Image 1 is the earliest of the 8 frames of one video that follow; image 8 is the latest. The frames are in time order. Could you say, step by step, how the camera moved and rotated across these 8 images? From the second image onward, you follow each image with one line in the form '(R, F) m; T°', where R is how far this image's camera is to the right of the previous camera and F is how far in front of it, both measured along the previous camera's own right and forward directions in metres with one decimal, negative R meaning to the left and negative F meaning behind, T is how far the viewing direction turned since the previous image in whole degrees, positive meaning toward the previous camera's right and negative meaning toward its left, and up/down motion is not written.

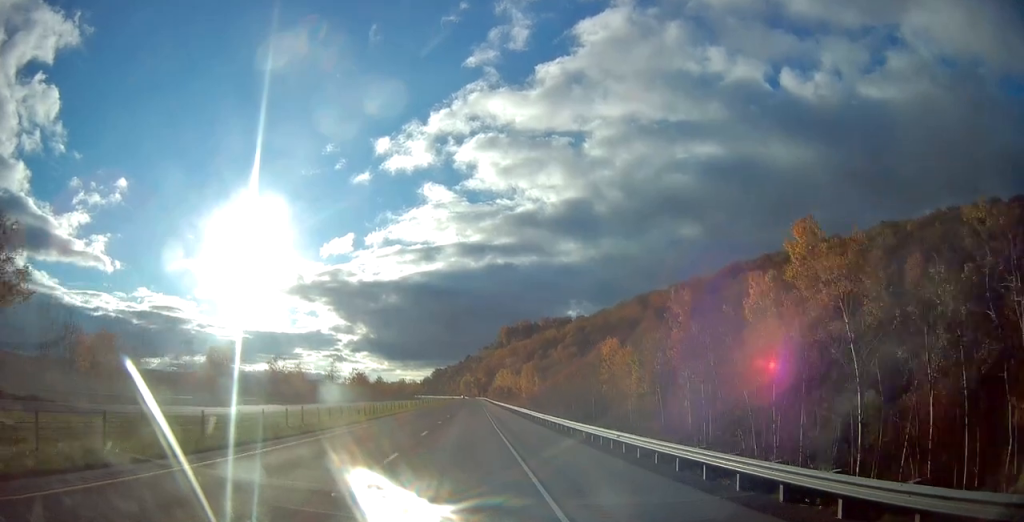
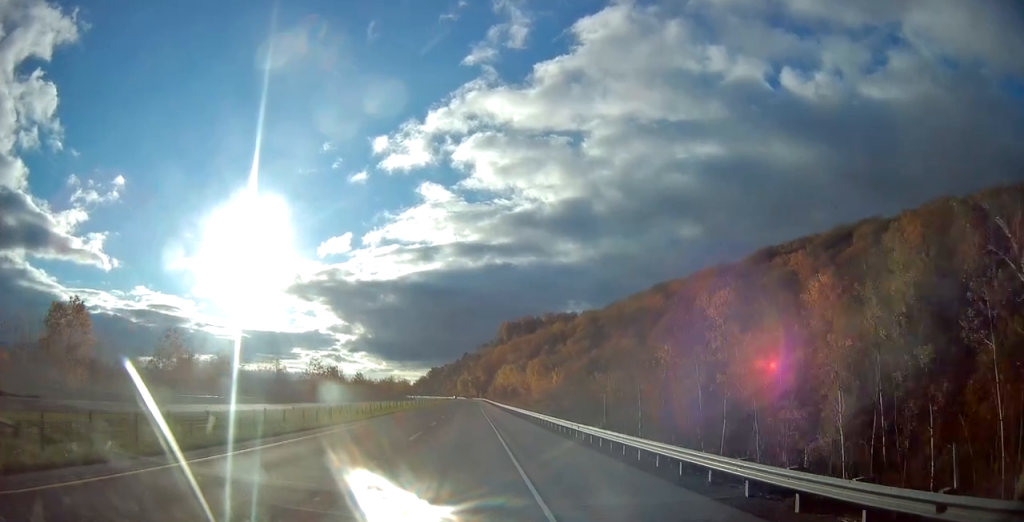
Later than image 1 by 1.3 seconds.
(+0.1, +39.1) m; 0°
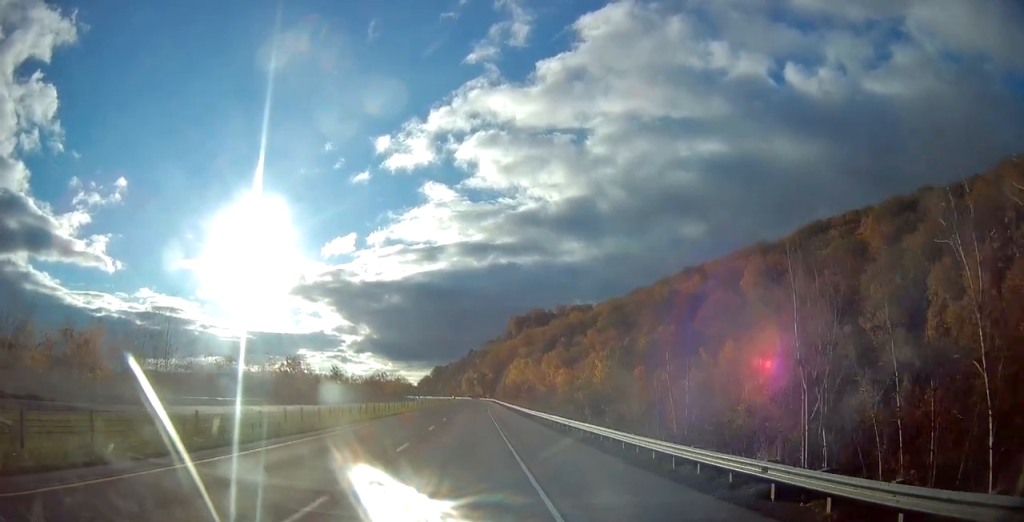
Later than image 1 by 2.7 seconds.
(+0.2, +41.0) m; 0°
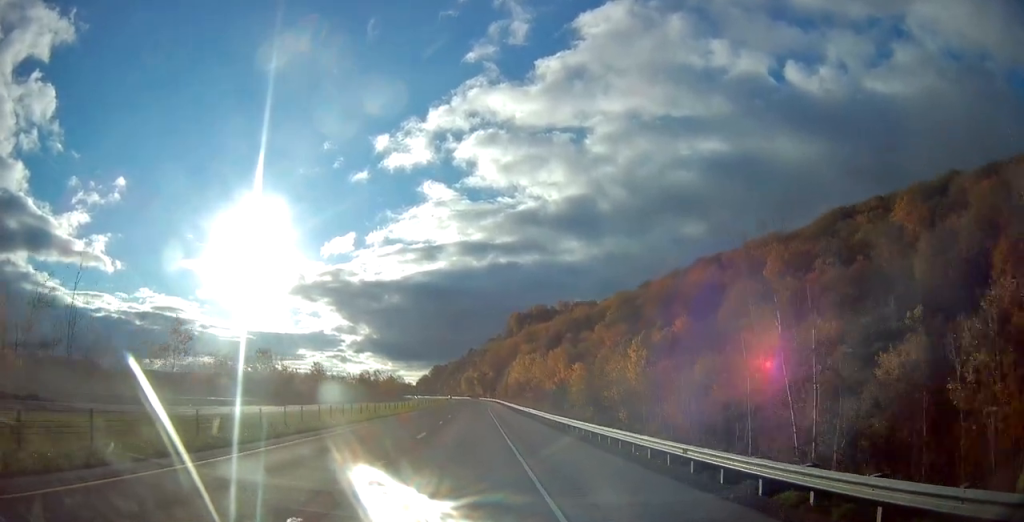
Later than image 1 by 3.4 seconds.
(-0.2, +18.4) m; 0°
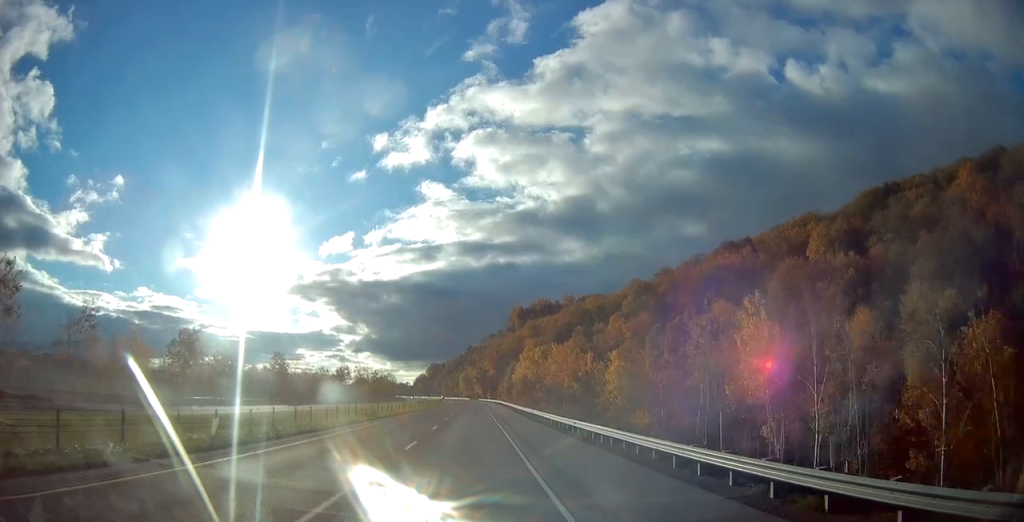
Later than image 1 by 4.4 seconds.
(-0.1, +29.0) m; 0°
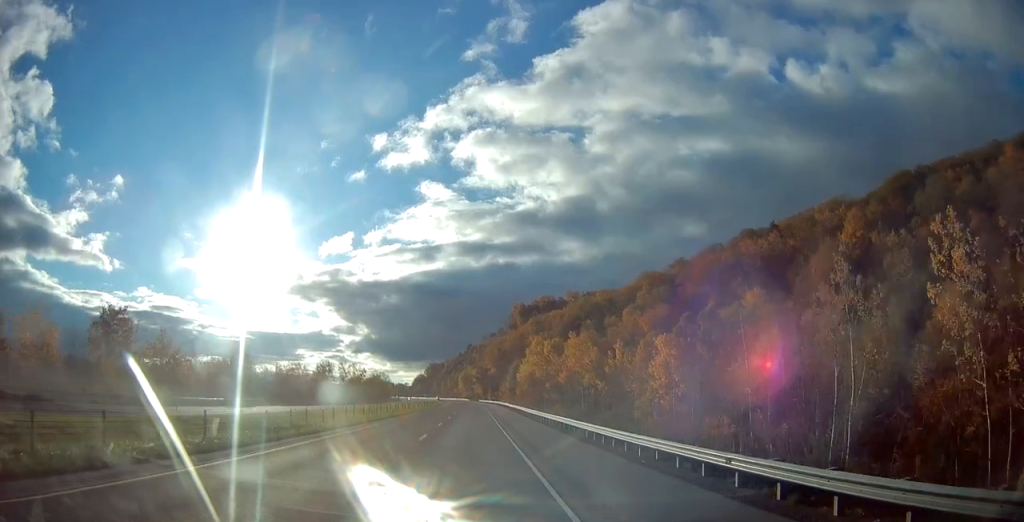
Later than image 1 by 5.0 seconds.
(0.0, +19.3) m; 0°
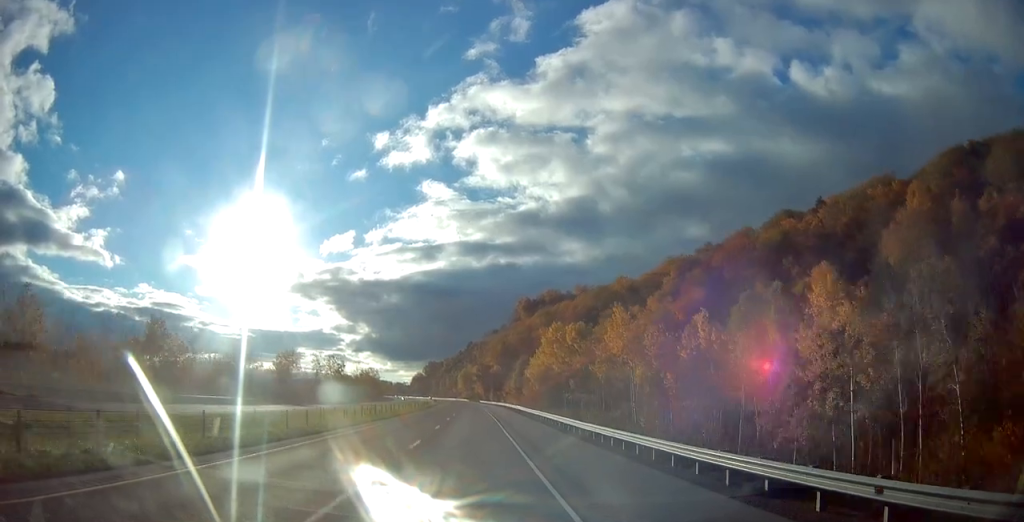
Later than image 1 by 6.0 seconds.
(-0.1, +28.0) m; 0°
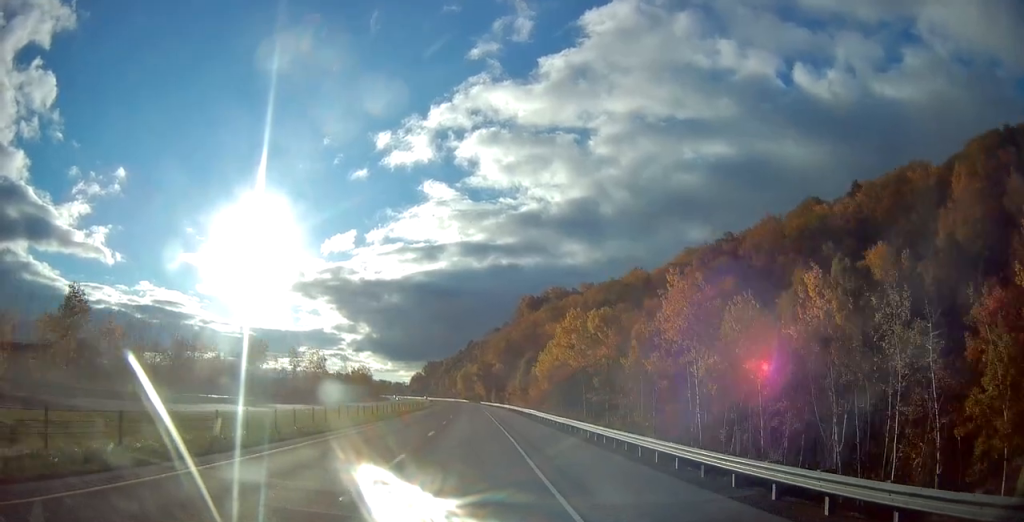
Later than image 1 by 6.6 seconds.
(+0.1, +17.3) m; 0°
